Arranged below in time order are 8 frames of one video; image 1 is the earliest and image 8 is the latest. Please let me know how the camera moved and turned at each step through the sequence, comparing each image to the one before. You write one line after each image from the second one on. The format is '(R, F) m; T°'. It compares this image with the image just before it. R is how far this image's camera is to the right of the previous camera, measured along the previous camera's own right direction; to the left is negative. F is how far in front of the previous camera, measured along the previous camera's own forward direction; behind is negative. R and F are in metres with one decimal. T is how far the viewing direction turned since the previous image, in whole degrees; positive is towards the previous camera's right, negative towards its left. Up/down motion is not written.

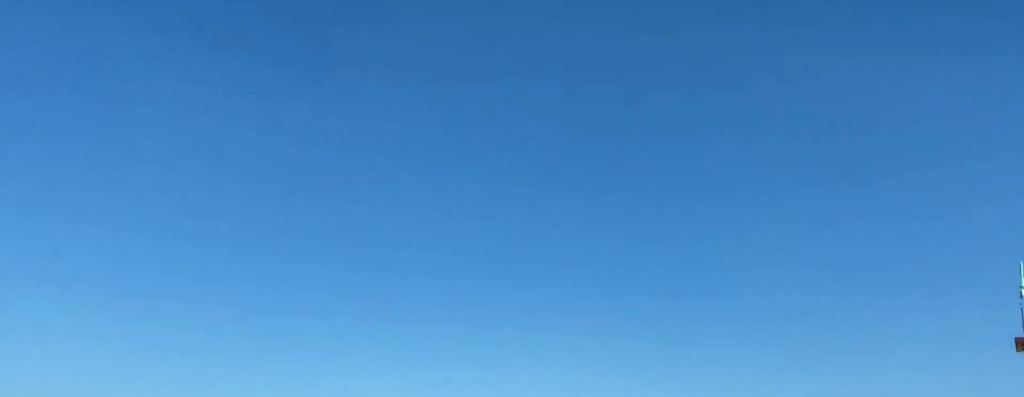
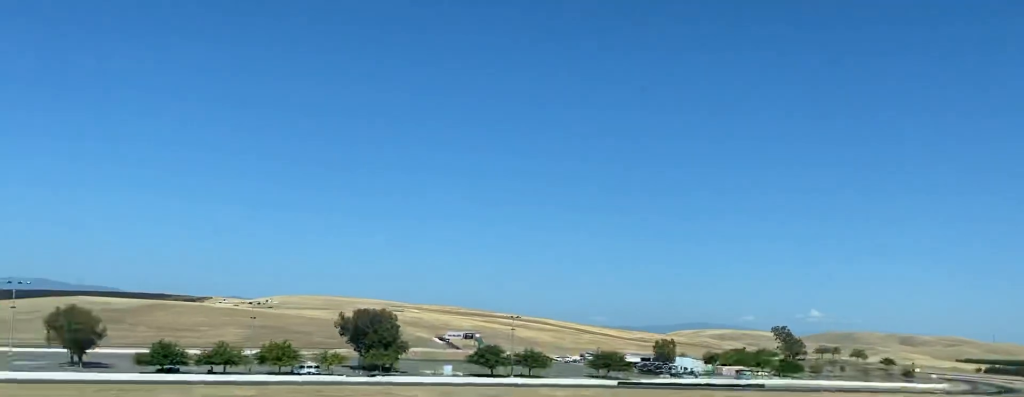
(-4.1, +21.7) m; +1°
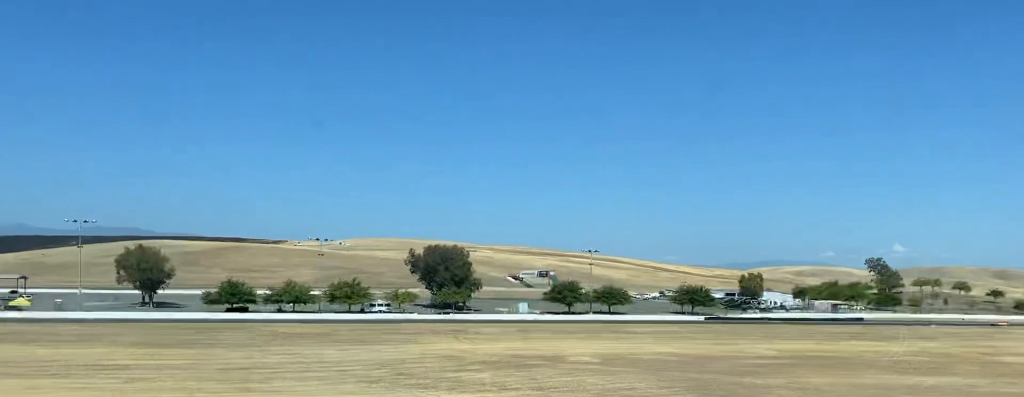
(+1.8, +13.0) m; +15°
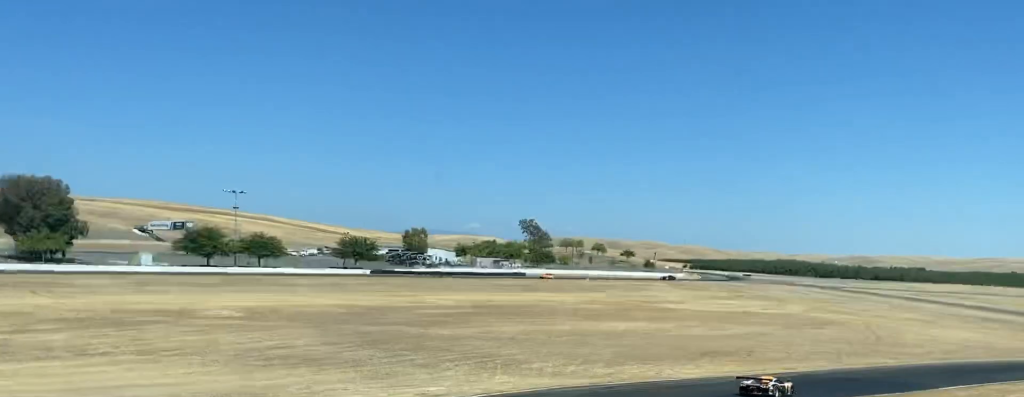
(+6.6, +23.2) m; +31°
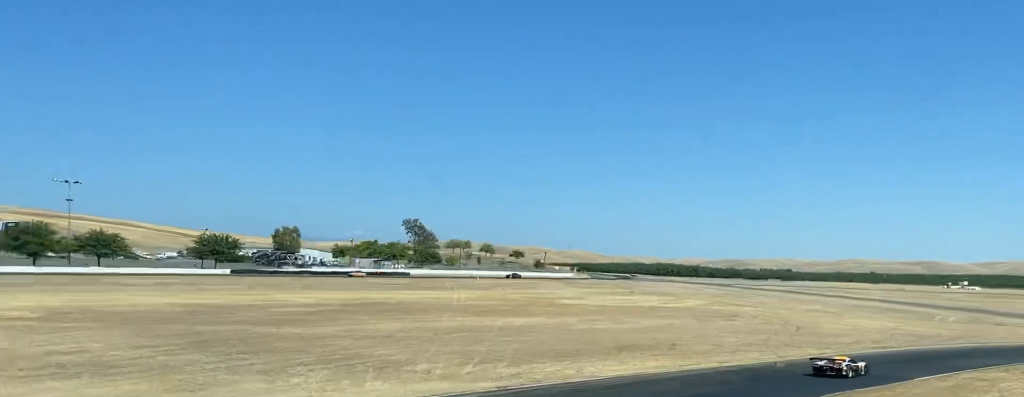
(+0.7, +14.7) m; +16°
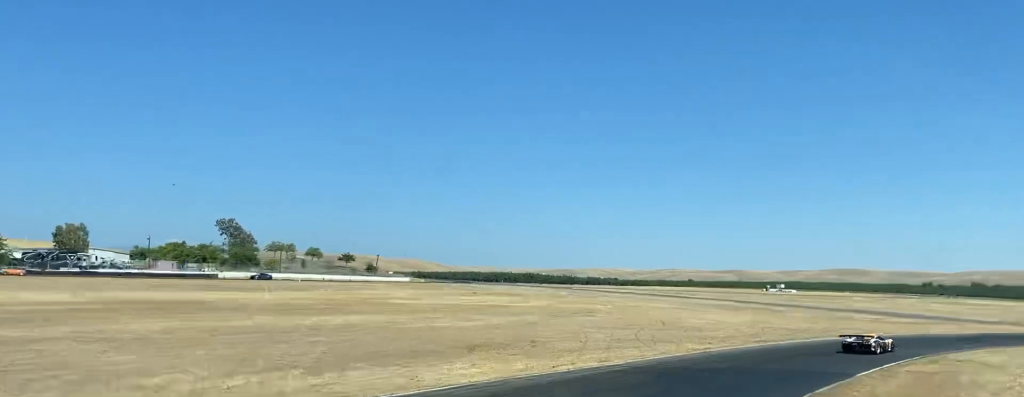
(+4.2, +18.6) m; +13°
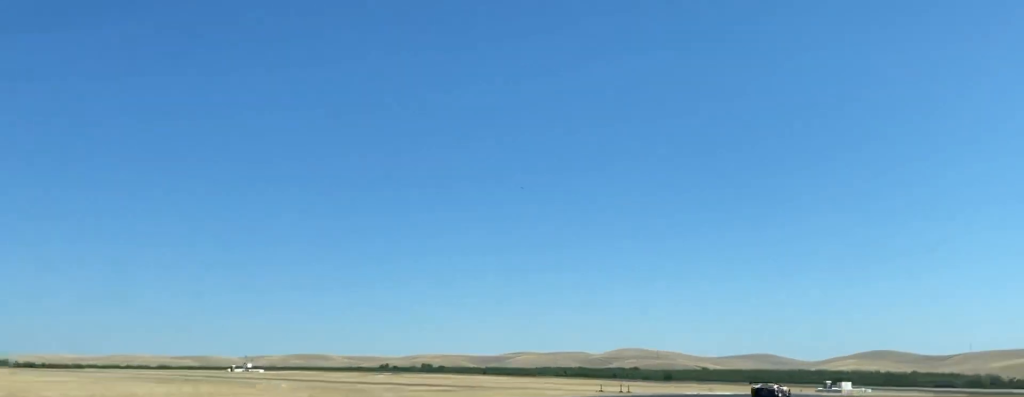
(+11.8, +49.9) m; +28°
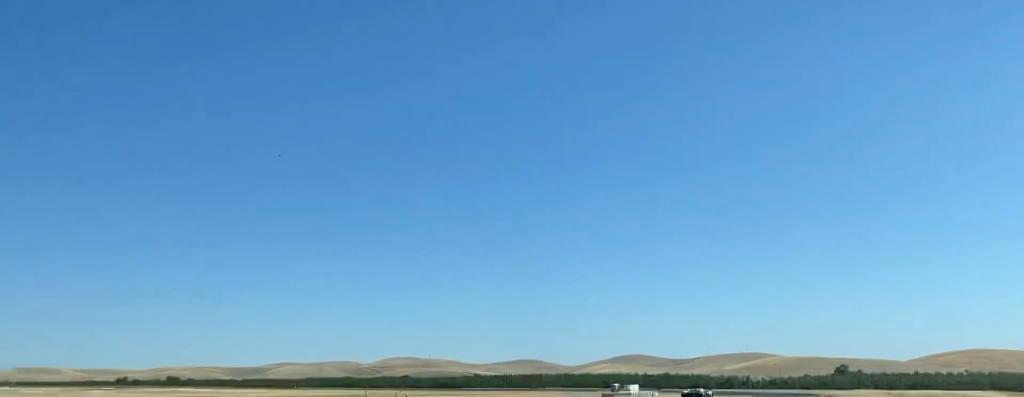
(+3.3, +27.6) m; +15°
